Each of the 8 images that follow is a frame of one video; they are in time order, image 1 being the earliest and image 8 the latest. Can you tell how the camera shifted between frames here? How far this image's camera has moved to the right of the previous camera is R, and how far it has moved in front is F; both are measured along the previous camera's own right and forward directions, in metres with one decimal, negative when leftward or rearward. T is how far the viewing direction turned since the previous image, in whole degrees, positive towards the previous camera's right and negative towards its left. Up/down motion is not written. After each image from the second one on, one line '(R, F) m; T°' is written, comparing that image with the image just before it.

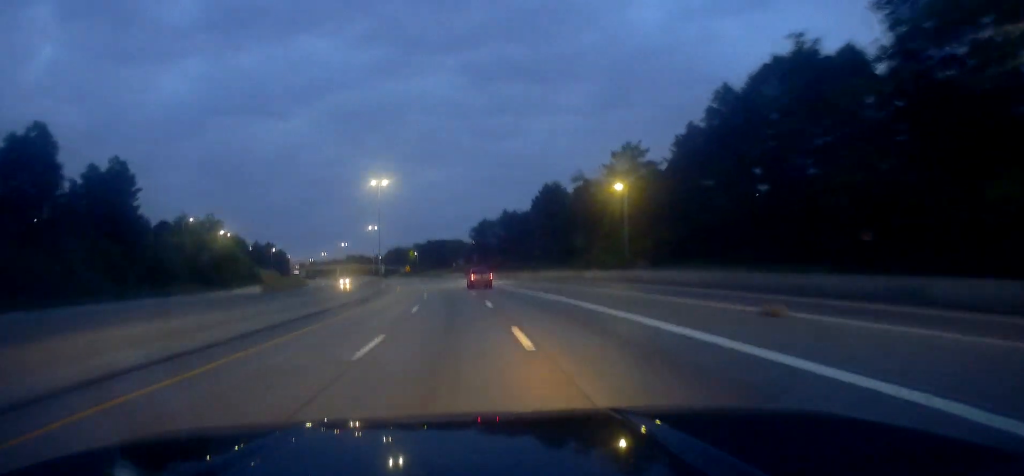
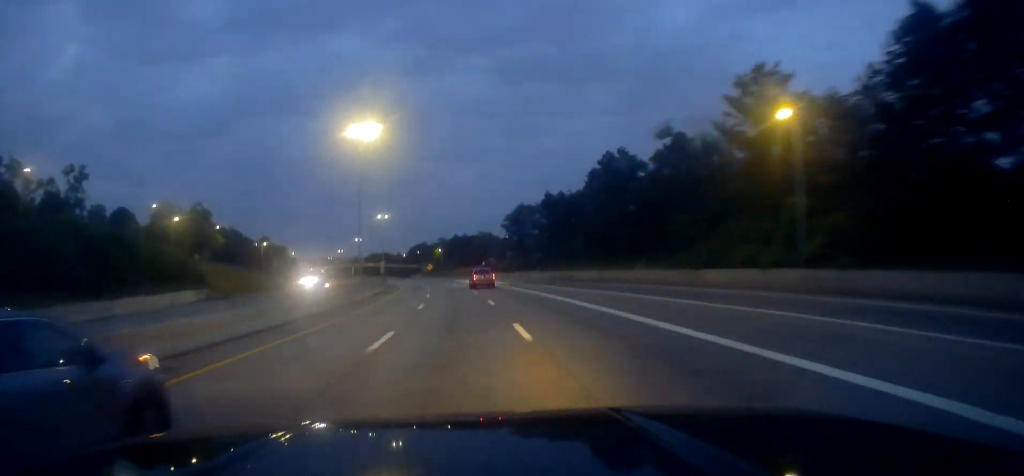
(-0.5, +27.6) m; -3°
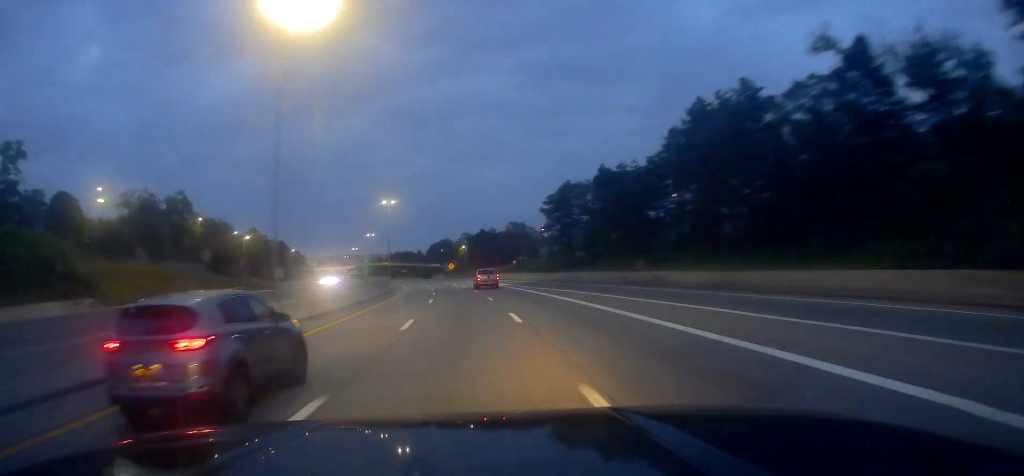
(-0.5, +23.9) m; -4°
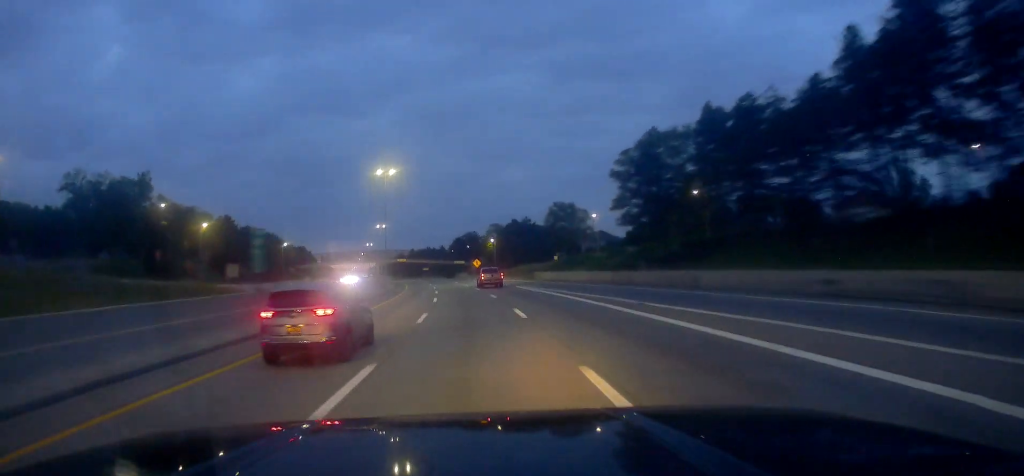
(-1.2, +25.9) m; -4°
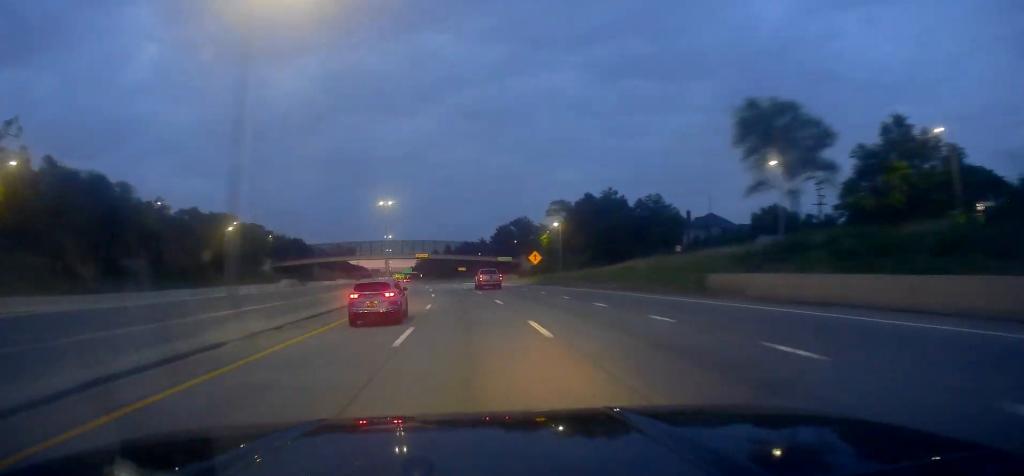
(-1.3, +49.1) m; -3°
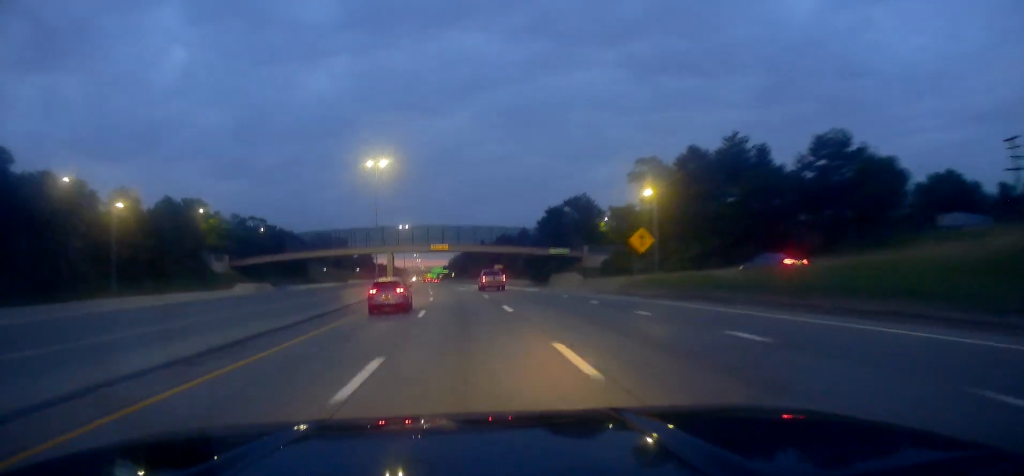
(-0.8, +37.8) m; -3°
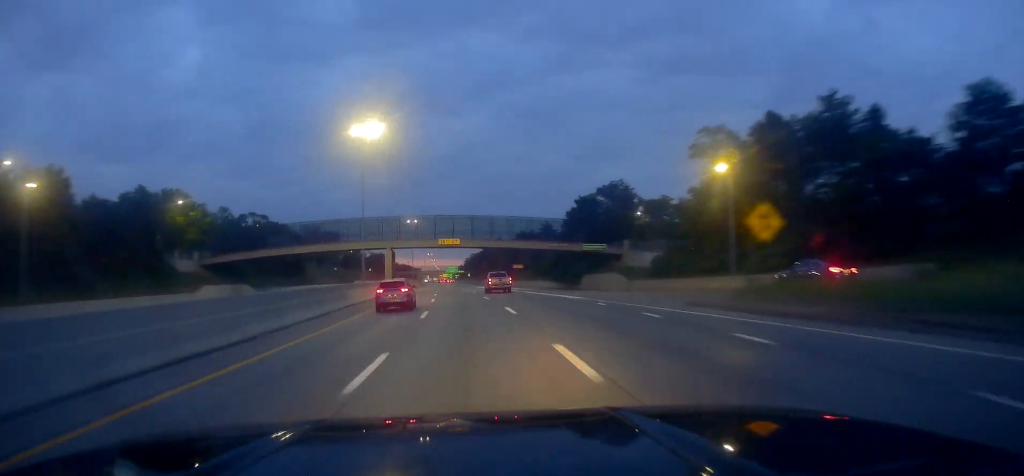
(-0.1, +15.0) m; -1°
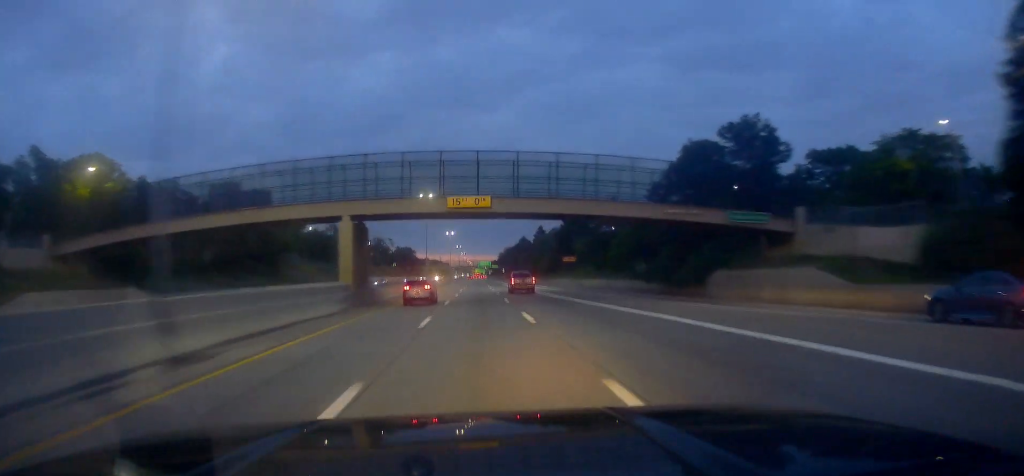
(-1.0, +32.7) m; -4°
